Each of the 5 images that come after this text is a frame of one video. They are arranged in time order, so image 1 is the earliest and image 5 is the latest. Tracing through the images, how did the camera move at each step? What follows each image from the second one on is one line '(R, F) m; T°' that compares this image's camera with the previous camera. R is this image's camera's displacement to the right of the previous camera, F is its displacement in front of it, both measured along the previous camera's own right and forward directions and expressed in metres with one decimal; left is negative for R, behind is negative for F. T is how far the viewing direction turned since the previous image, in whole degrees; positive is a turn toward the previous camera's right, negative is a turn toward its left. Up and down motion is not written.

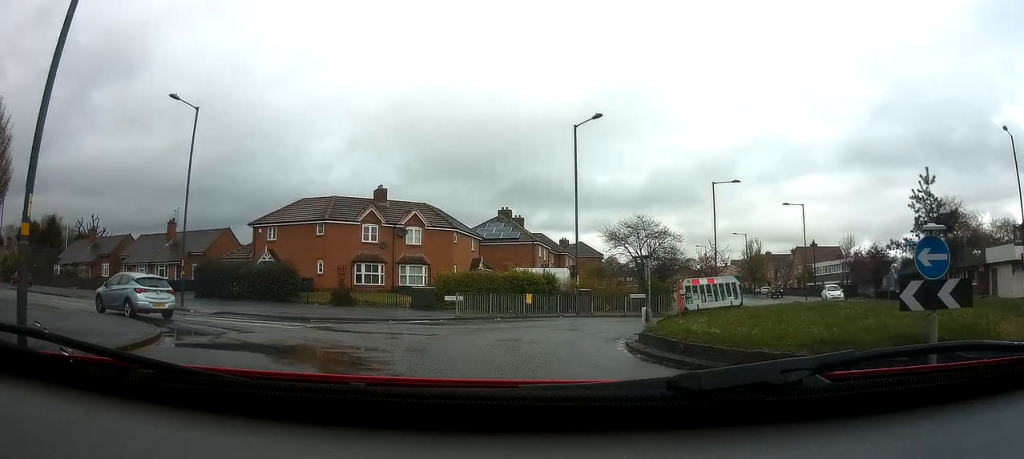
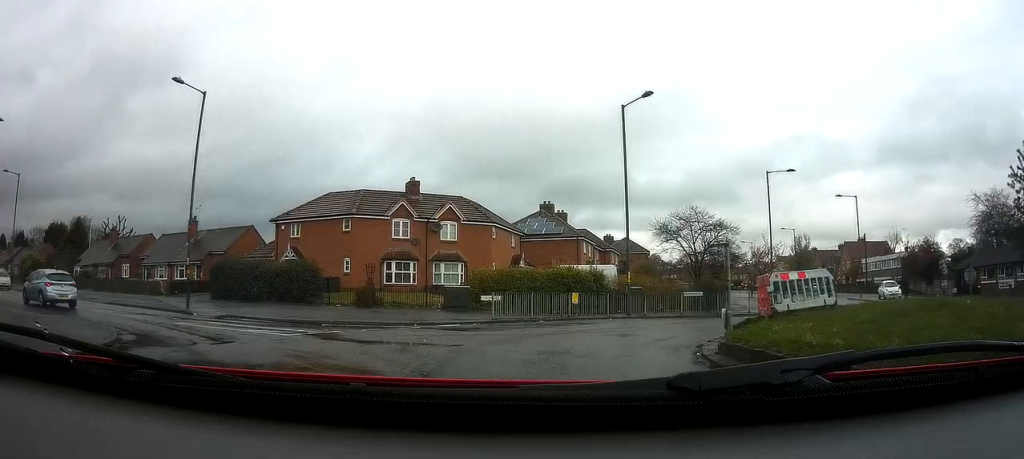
(0.0, +3.0) m; -1°
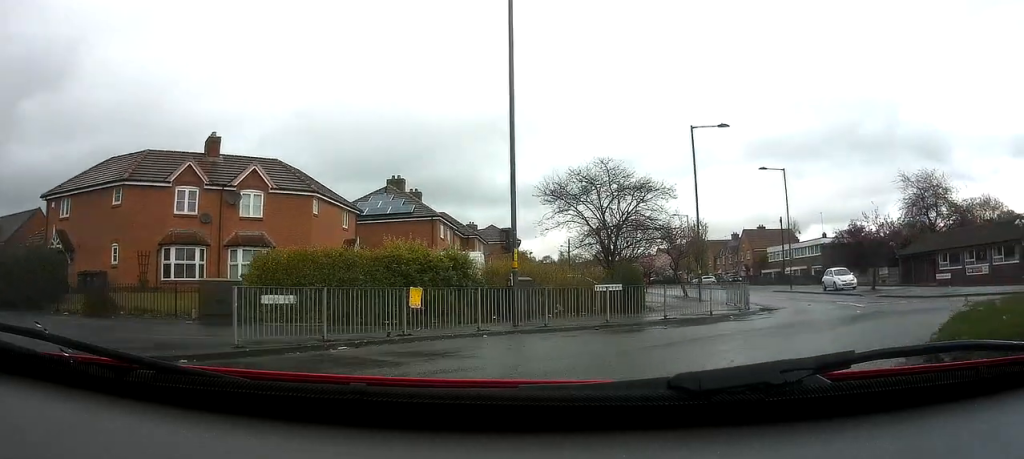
(+0.8, +11.8) m; +17°
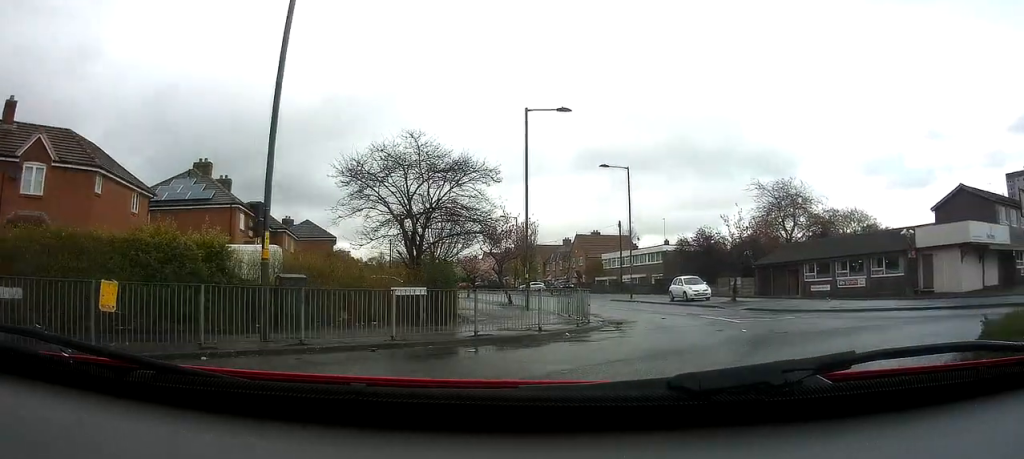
(+0.5, +4.6) m; +15°
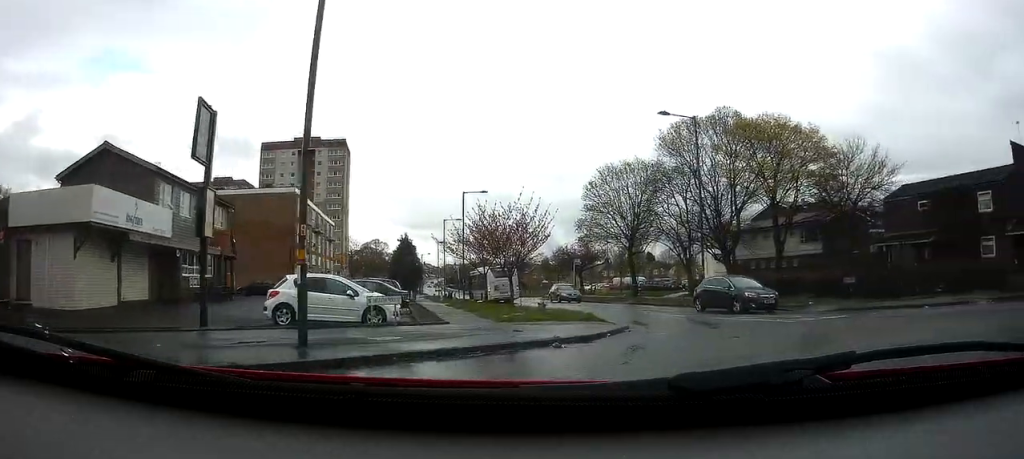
(+10.3, +12.4) m; +81°
